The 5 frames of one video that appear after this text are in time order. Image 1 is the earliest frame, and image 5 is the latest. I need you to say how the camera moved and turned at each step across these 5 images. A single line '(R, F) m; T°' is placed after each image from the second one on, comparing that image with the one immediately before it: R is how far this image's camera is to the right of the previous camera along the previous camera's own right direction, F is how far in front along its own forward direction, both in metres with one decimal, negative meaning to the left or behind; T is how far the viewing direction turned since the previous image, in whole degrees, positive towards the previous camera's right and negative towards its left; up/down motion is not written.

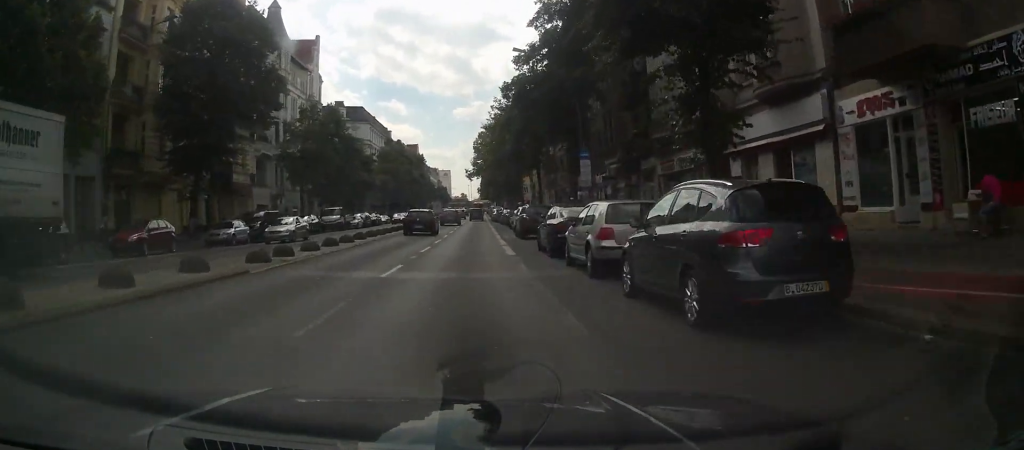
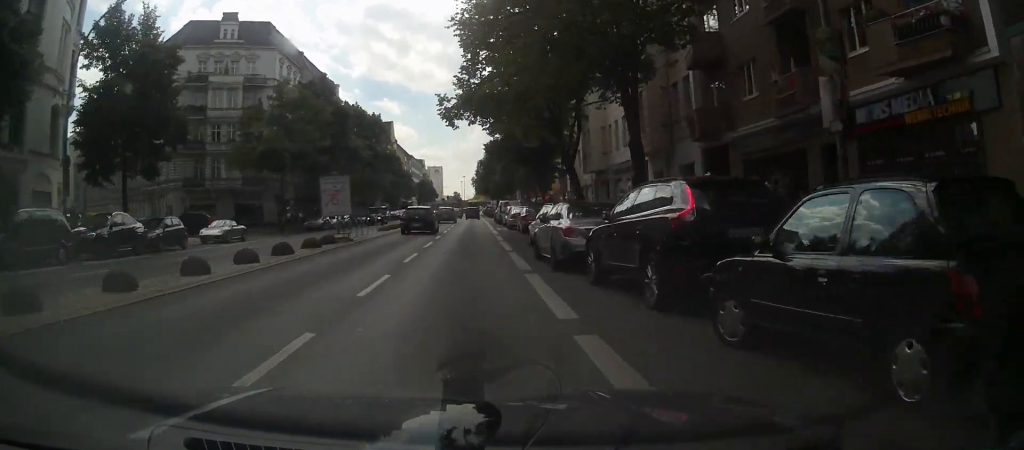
(+1.7, +58.4) m; +1°
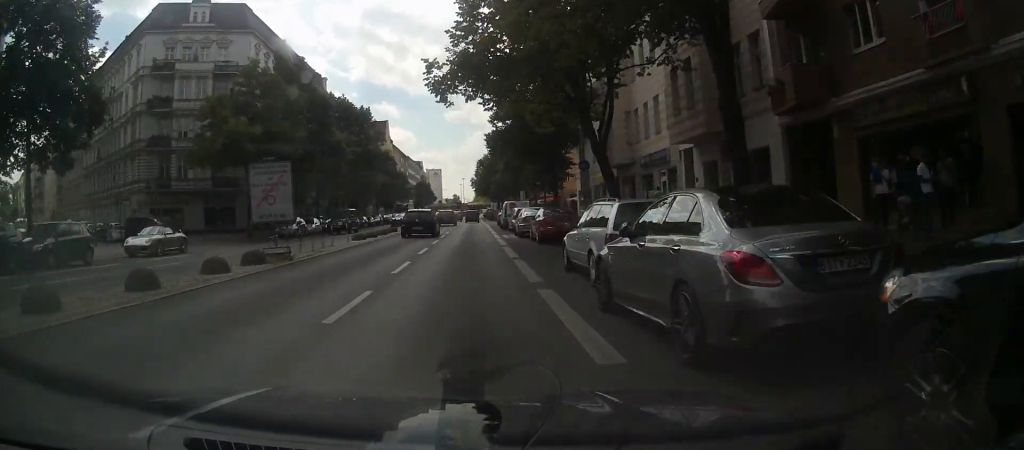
(0.0, +8.2) m; +2°
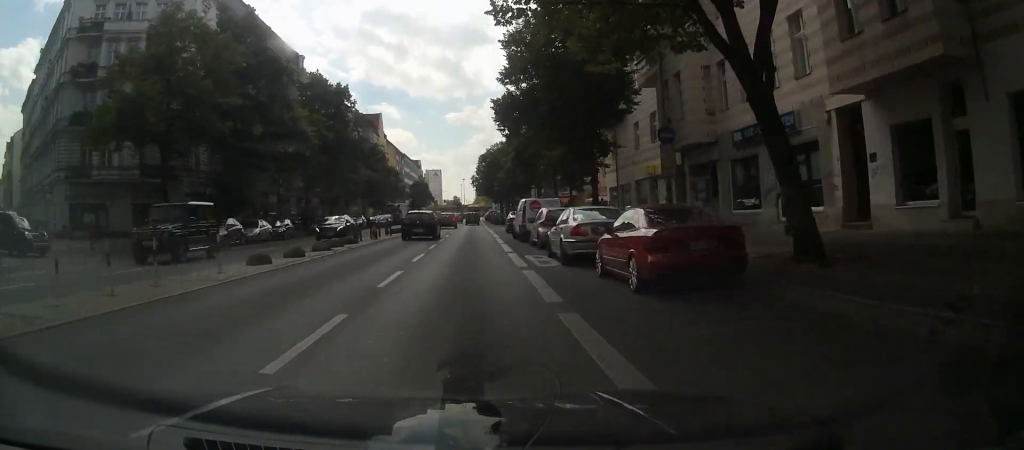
(+0.6, +14.3) m; +1°
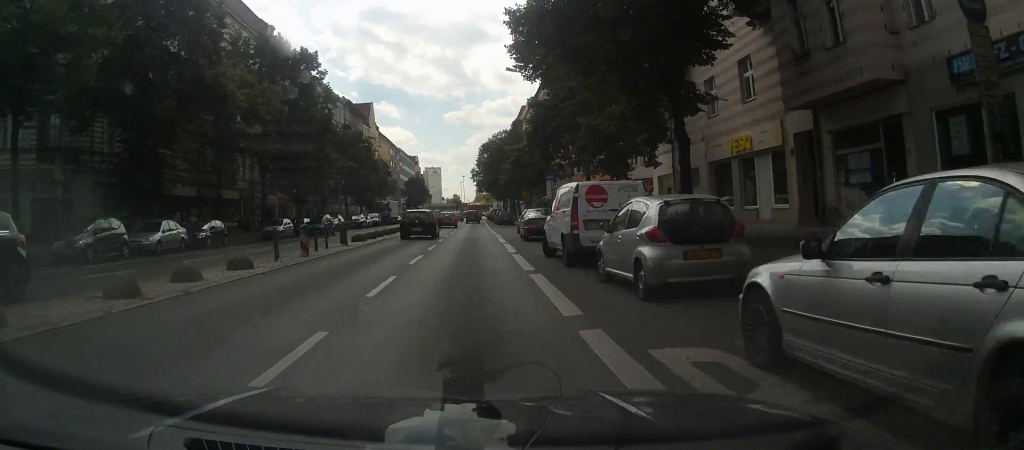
(-0.6, +13.3) m; -1°
